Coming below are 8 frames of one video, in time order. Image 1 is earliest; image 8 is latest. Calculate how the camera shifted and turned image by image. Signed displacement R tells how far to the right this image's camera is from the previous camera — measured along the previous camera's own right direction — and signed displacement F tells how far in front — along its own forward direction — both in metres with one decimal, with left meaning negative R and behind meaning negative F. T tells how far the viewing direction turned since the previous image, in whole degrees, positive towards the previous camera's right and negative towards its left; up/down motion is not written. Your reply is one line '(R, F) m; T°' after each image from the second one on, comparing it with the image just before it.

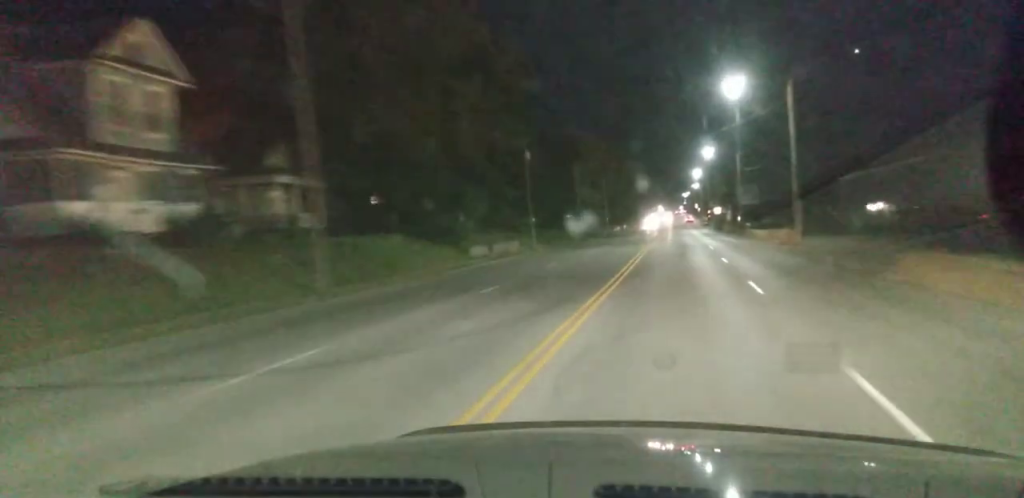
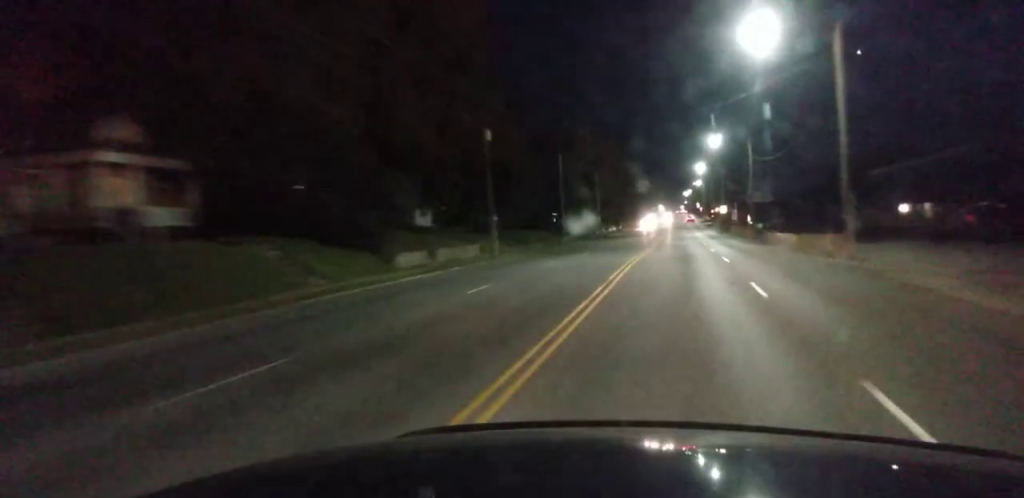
(0.0, +12.0) m; -1°
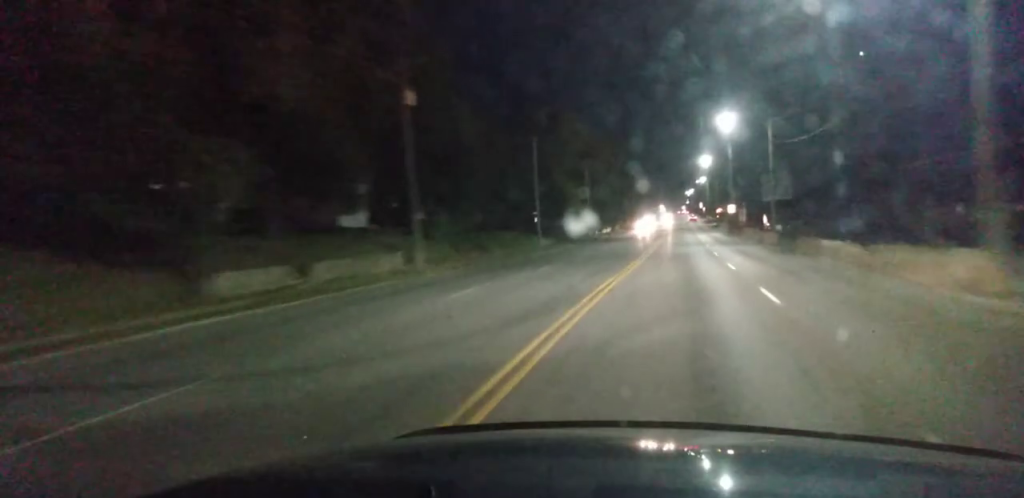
(-0.1, +14.0) m; -1°
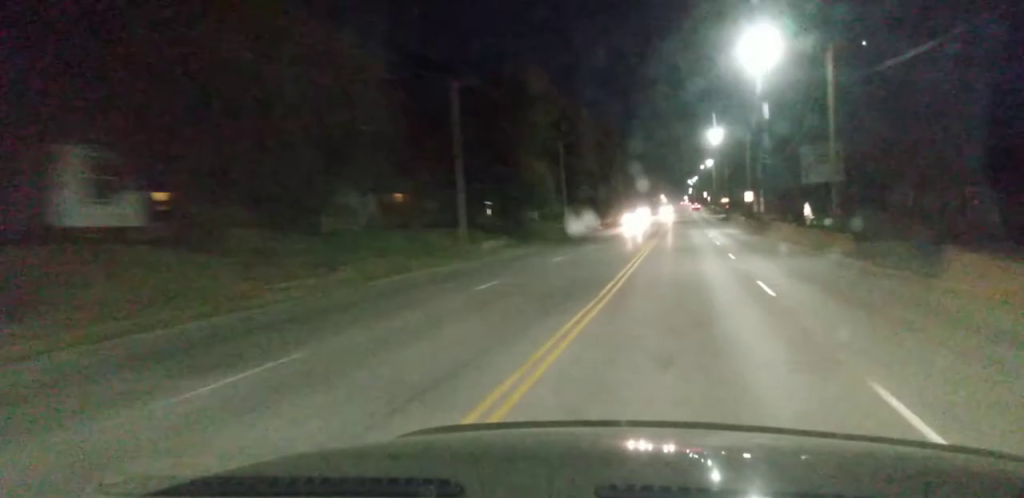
(-0.1, +22.2) m; 0°
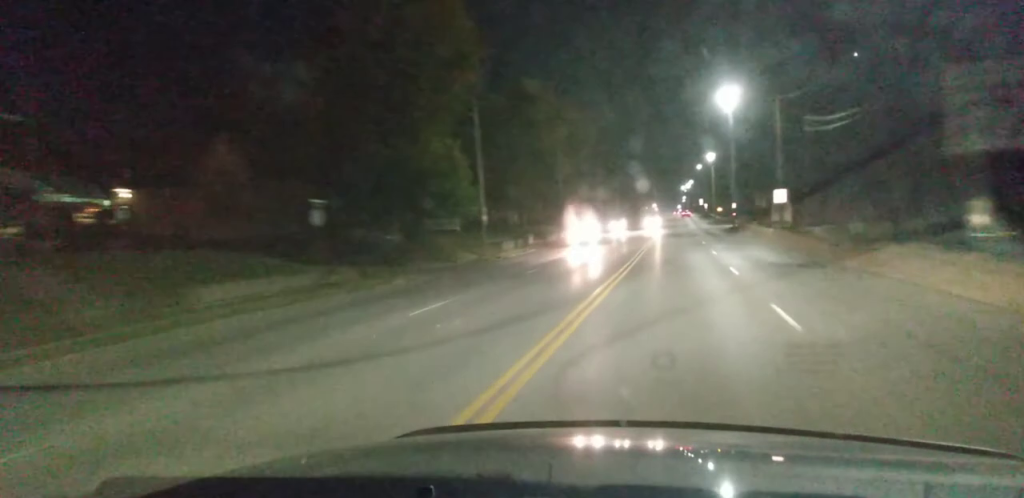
(-0.2, +30.5) m; 0°
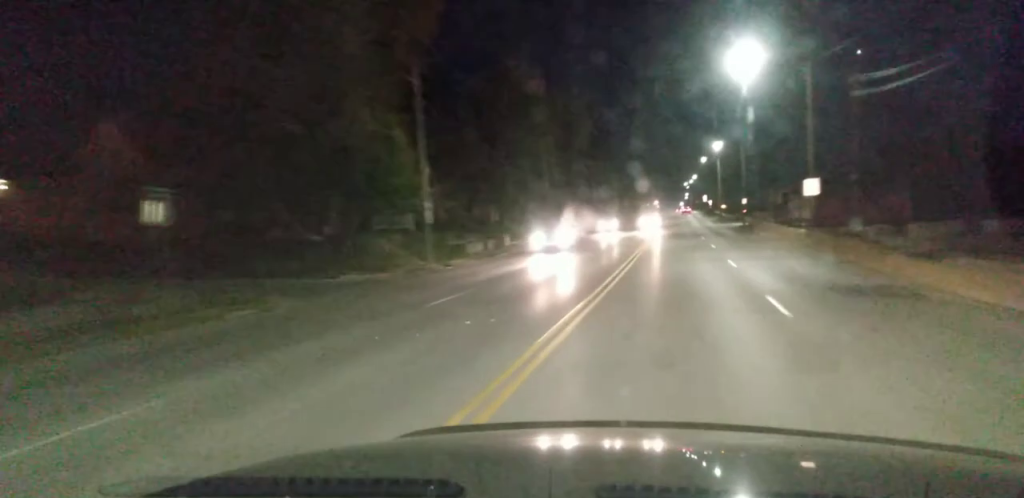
(0.0, +10.0) m; +1°
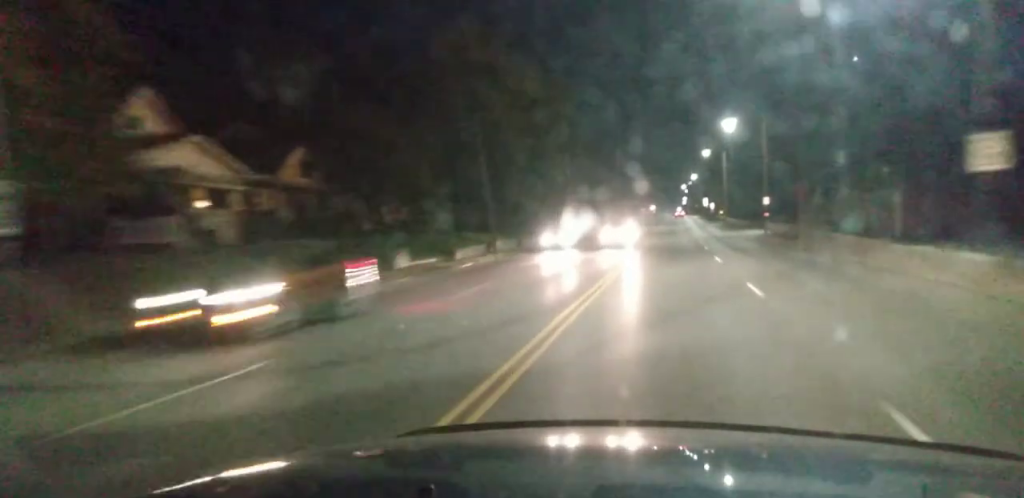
(+0.3, +22.2) m; +1°
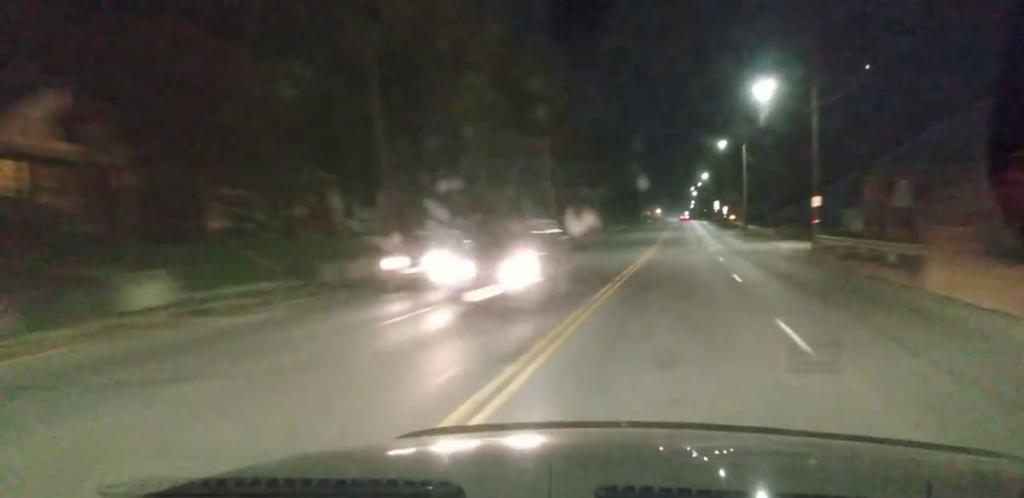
(-0.2, +17.6) m; -1°
